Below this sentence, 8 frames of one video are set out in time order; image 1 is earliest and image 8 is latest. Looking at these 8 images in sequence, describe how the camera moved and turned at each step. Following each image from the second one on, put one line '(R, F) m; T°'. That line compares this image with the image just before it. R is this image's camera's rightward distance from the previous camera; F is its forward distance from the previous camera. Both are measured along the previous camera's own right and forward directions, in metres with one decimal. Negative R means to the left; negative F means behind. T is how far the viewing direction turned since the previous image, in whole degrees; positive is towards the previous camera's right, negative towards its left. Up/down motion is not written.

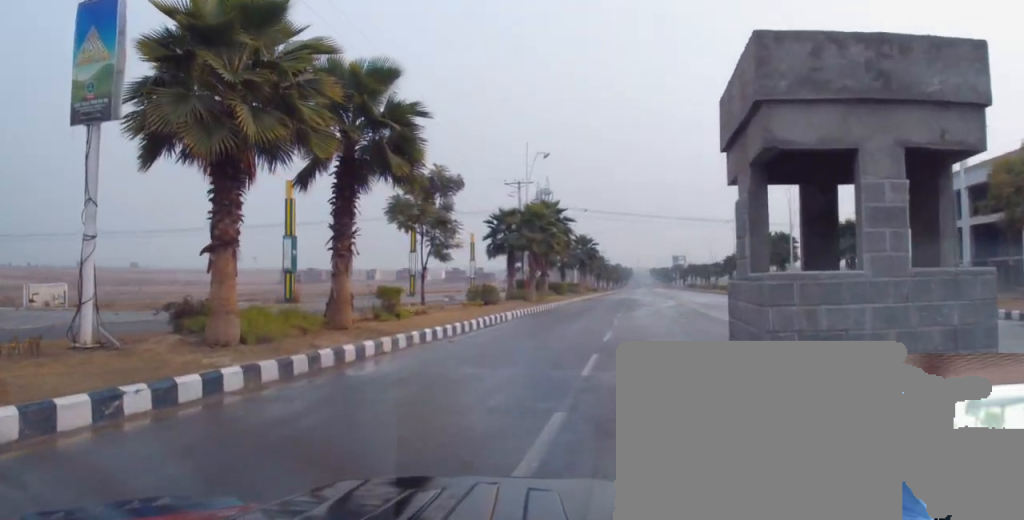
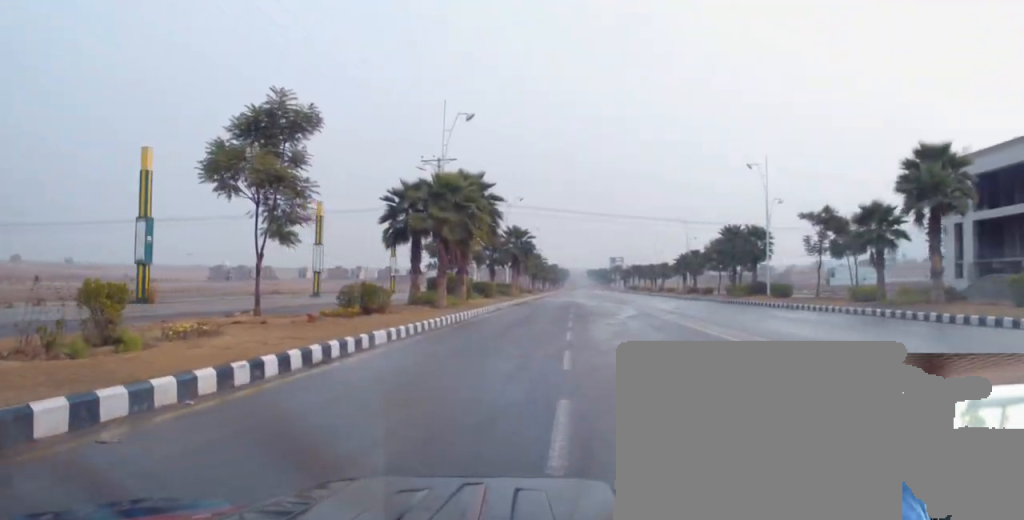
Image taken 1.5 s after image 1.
(+0.8, +11.4) m; +4°
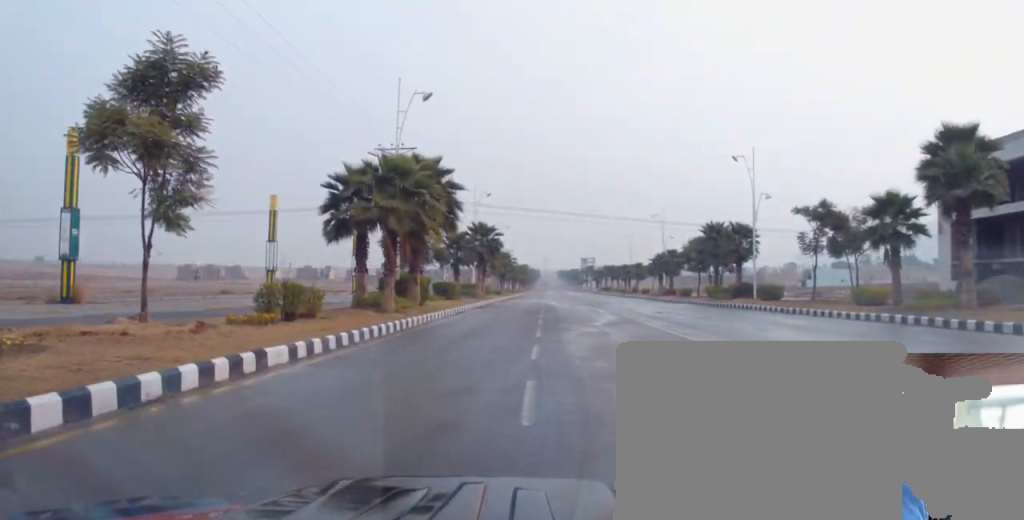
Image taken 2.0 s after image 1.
(0.0, +4.2) m; -1°
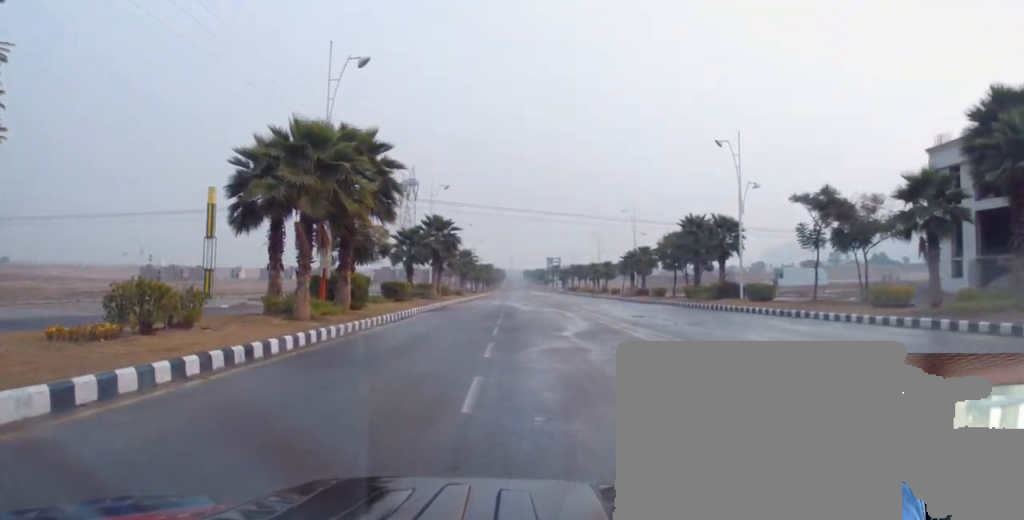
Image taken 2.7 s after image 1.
(-0.2, +5.4) m; -2°
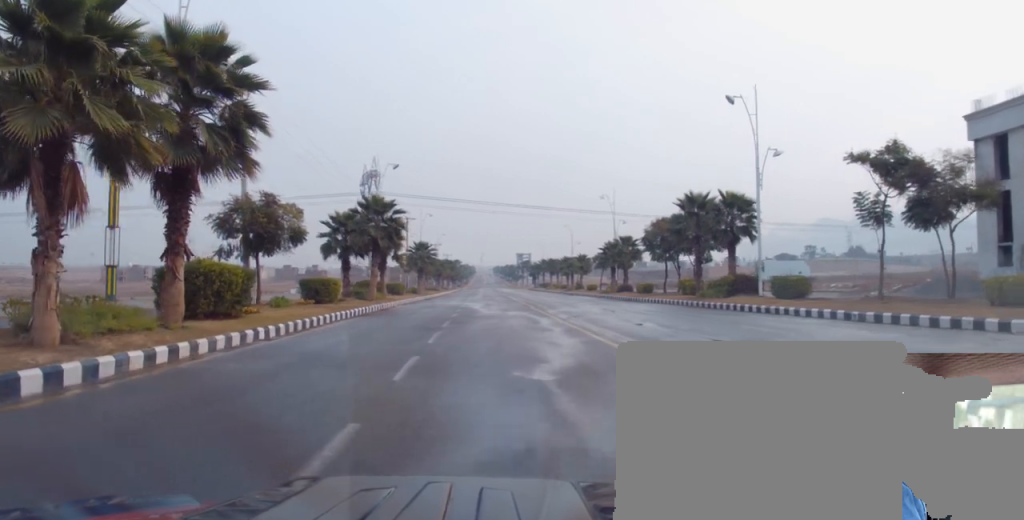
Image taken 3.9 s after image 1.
(+0.1, +9.7) m; +4°
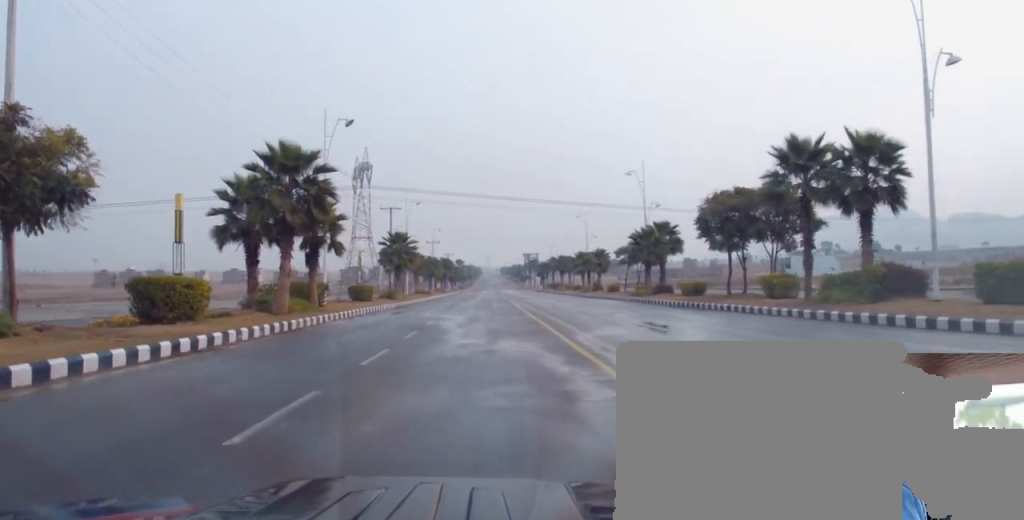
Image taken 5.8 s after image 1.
(0.0, +15.7) m; -1°
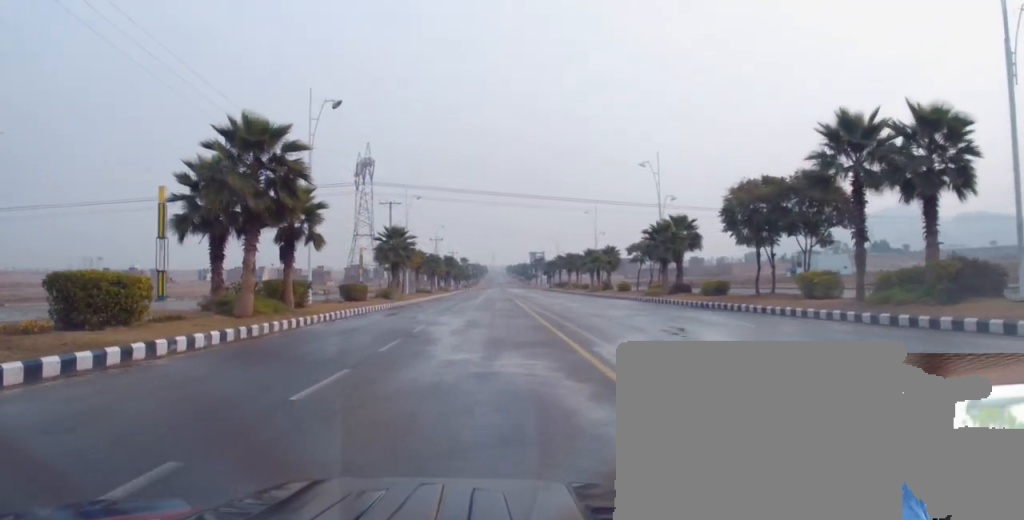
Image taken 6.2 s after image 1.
(+0.2, +3.9) m; 0°
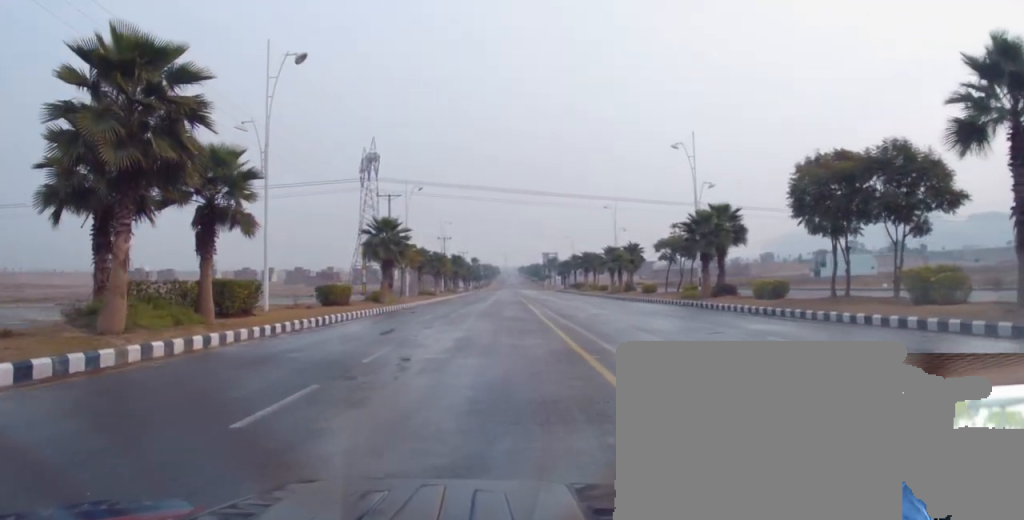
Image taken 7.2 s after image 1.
(0.0, +7.6) m; -1°
